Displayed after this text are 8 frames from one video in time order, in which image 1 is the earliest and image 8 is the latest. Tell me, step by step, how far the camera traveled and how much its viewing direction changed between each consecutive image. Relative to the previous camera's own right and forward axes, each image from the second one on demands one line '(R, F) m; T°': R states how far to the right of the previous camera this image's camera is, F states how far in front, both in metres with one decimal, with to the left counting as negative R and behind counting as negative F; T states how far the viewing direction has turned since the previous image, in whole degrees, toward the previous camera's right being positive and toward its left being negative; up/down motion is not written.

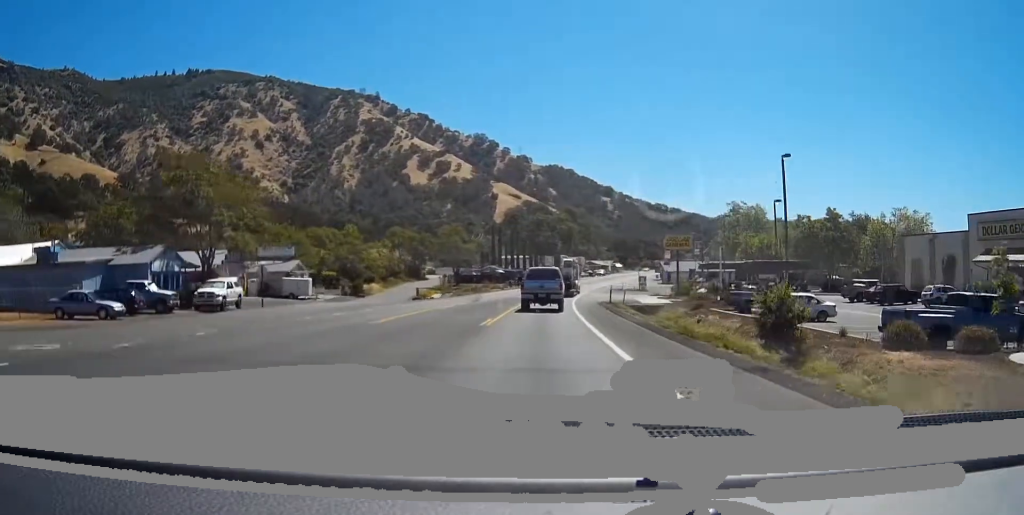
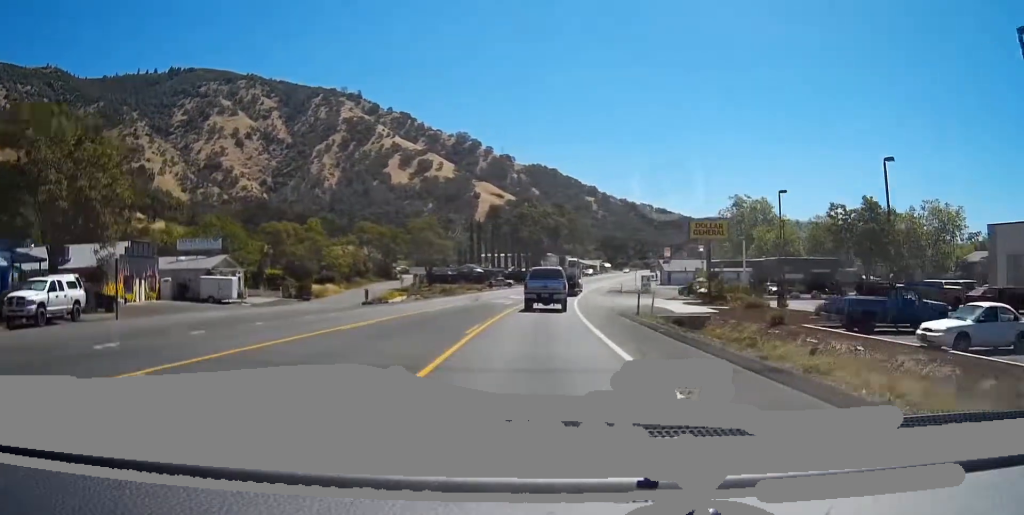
(+0.1, +18.2) m; +1°
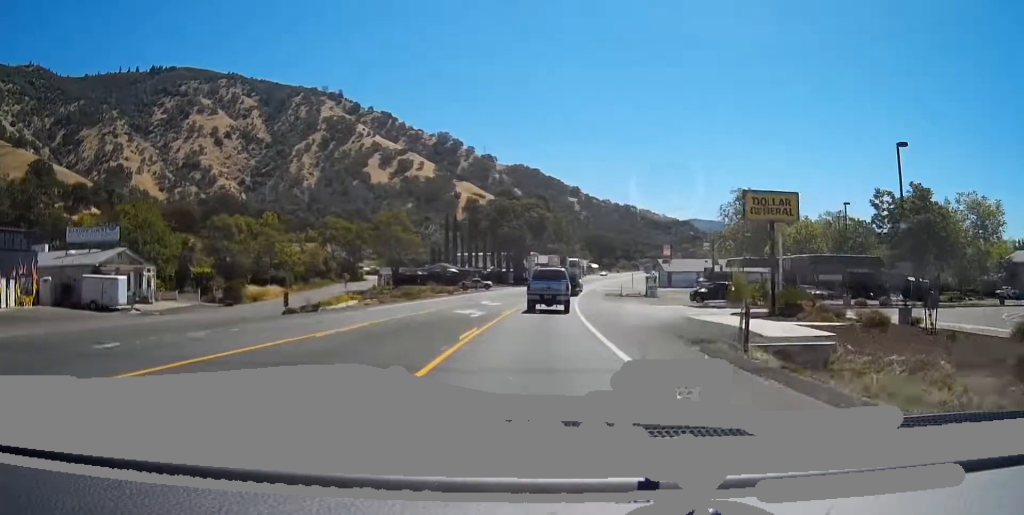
(+0.2, +16.9) m; +1°
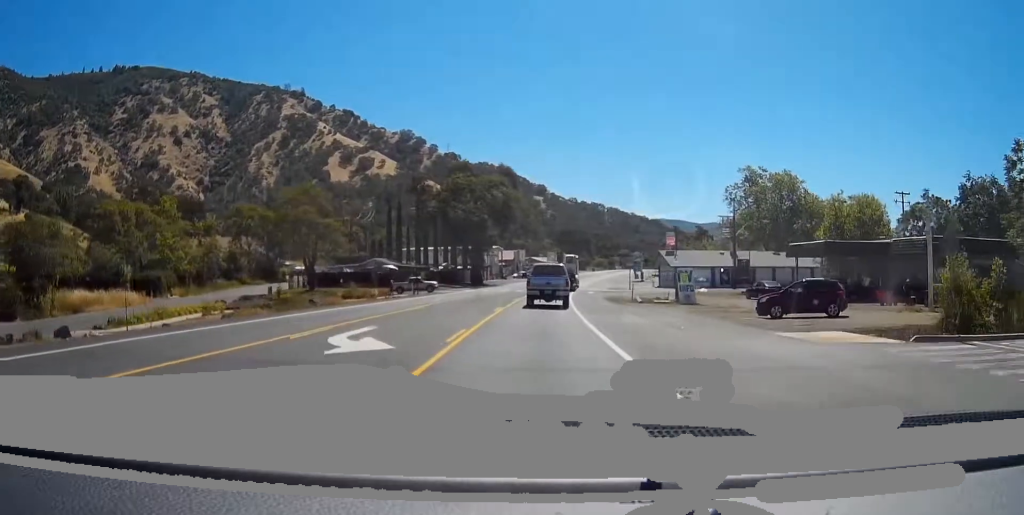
(+0.5, +31.1) m; +3°
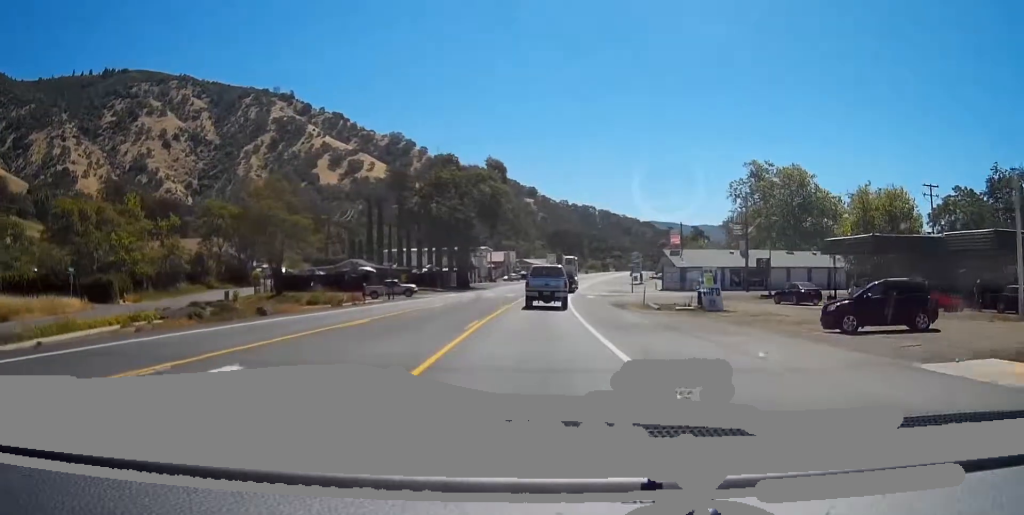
(+0.2, +9.2) m; +2°
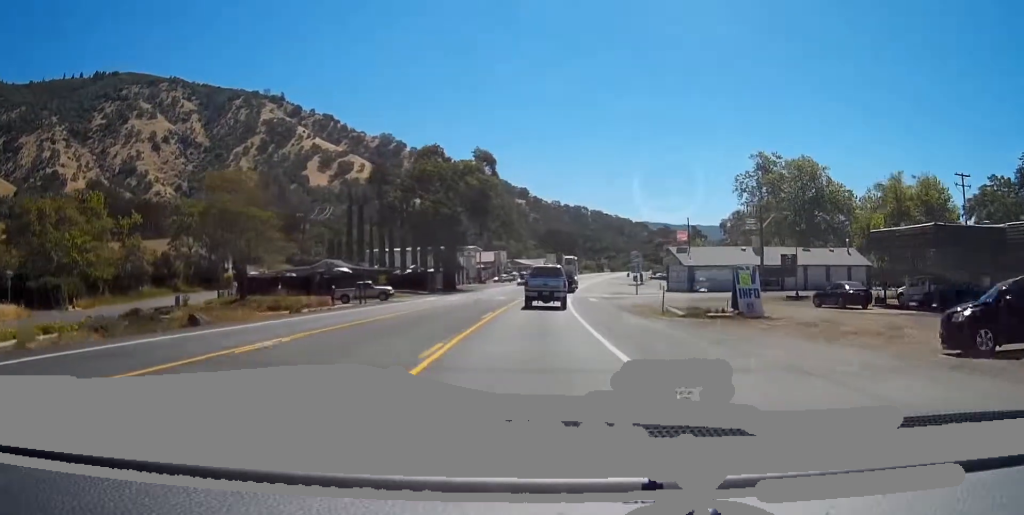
(0.0, +8.6) m; +1°
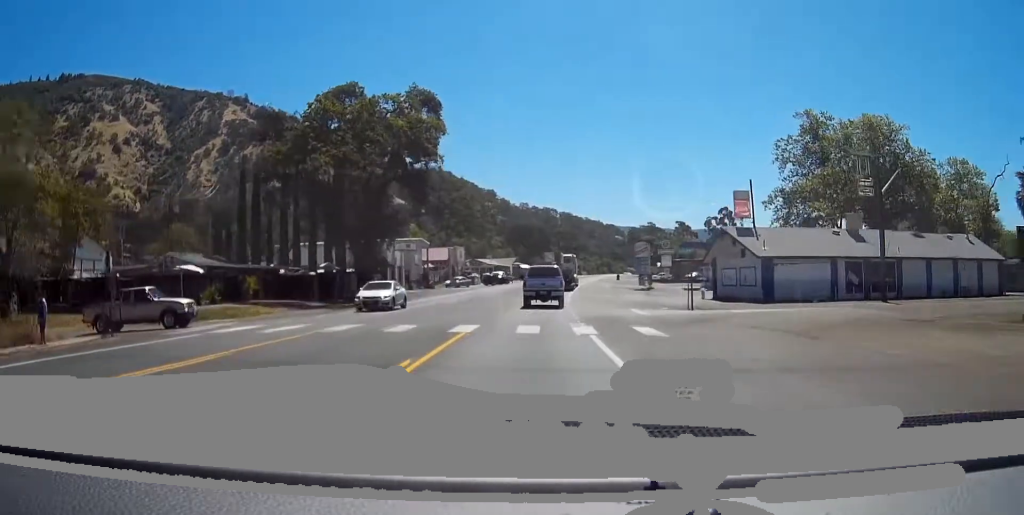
(+1.3, +34.3) m; +2°
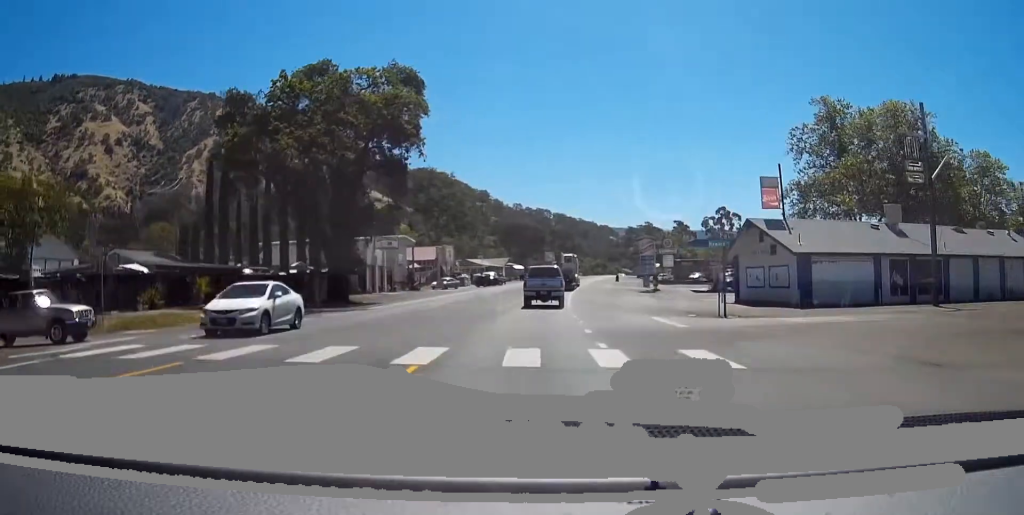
(0.0, +7.5) m; 0°
